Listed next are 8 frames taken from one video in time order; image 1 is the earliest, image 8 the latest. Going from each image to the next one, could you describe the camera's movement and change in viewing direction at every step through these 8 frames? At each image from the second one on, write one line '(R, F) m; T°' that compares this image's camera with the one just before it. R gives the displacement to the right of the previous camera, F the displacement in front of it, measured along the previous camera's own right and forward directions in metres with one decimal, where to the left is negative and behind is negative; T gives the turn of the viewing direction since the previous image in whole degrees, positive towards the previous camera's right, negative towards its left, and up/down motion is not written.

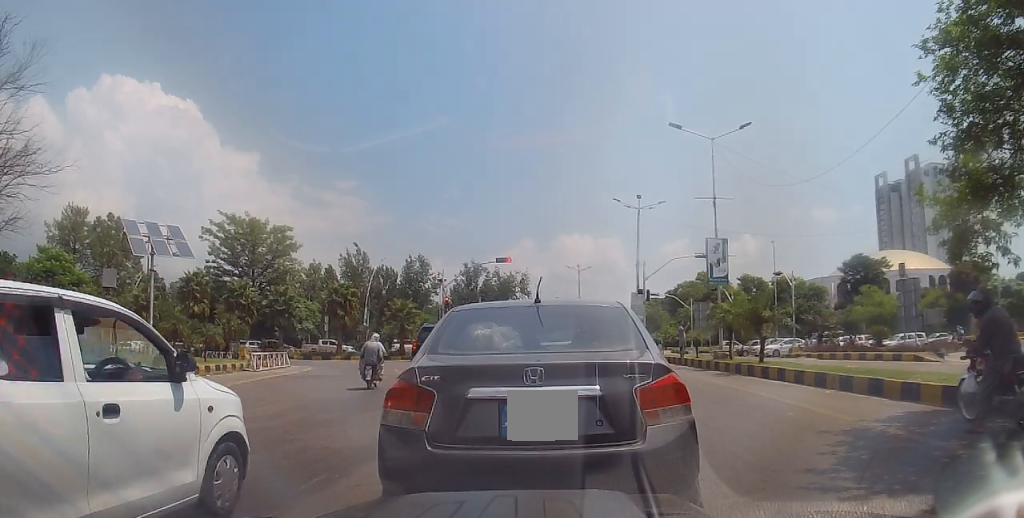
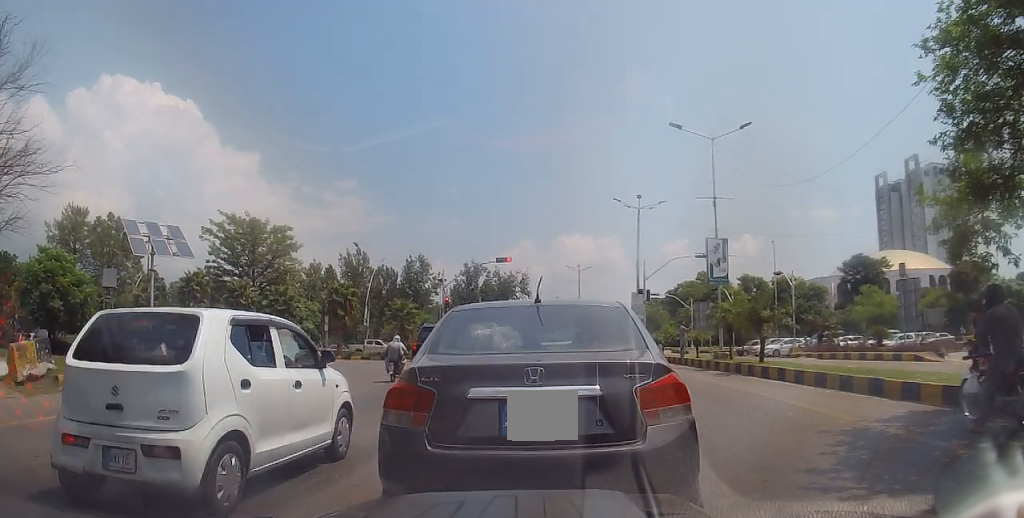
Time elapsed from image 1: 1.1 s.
(0.0, 0.0) m; 0°
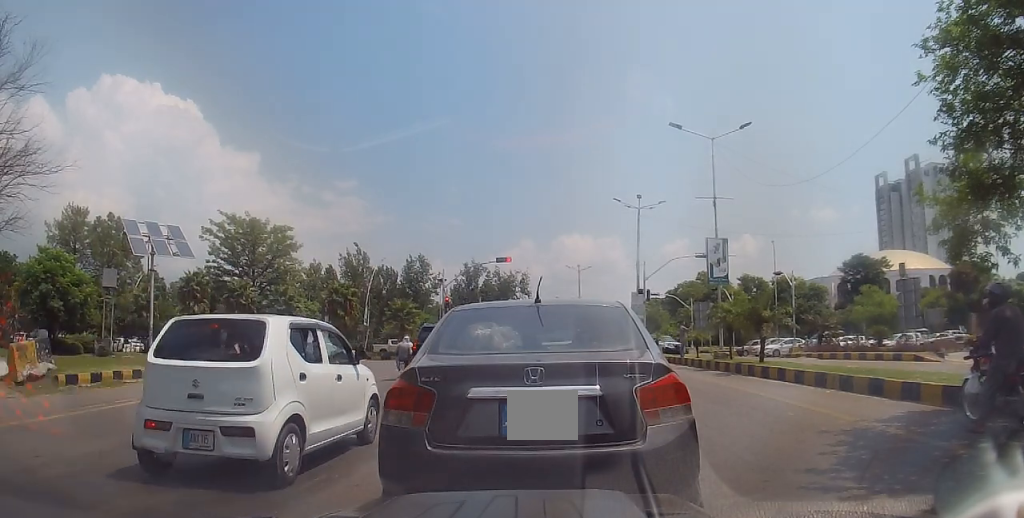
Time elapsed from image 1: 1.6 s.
(0.0, 0.0) m; 0°
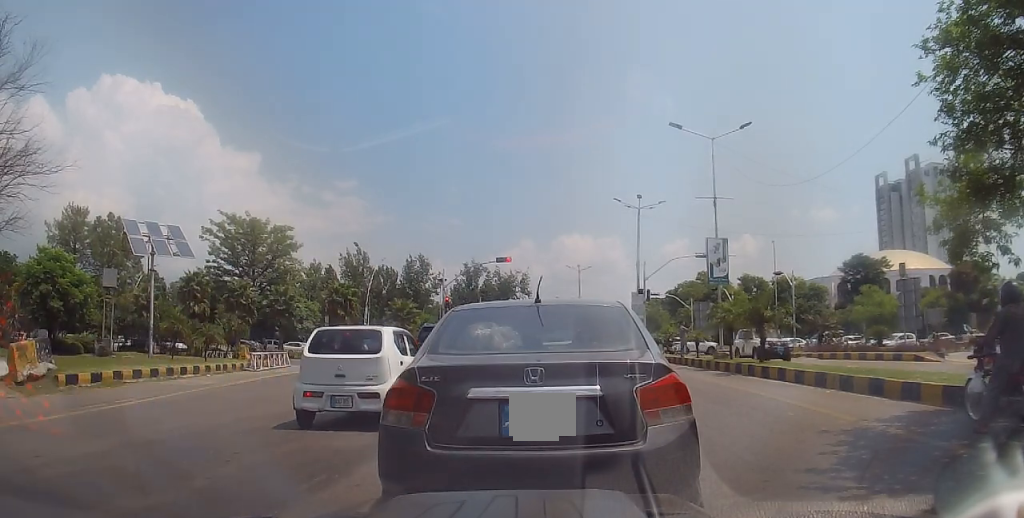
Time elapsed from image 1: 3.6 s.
(0.0, 0.0) m; 0°
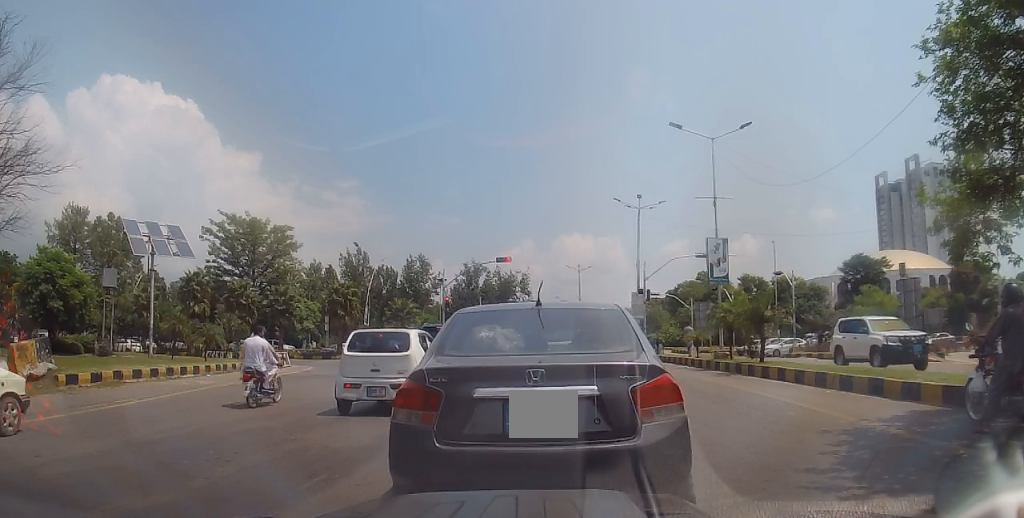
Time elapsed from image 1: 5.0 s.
(0.0, 0.0) m; 0°
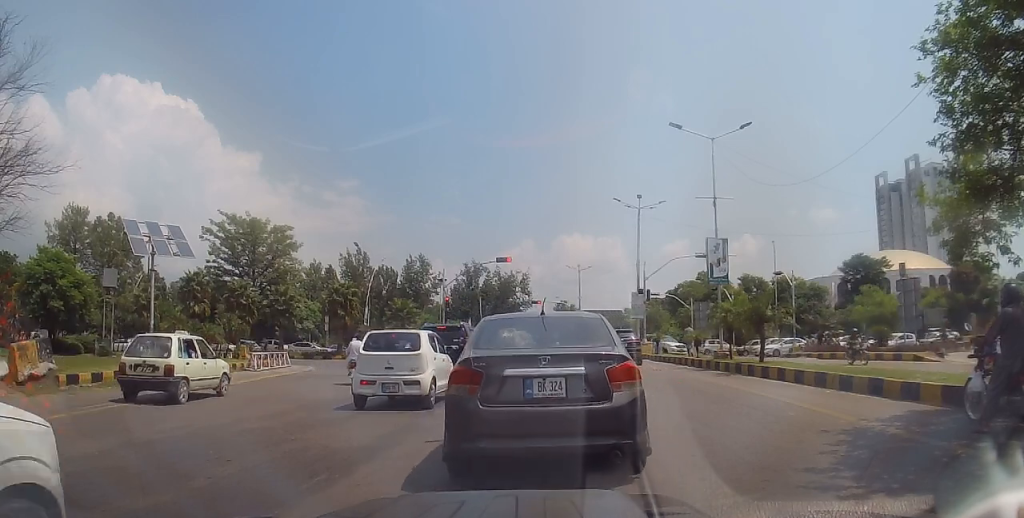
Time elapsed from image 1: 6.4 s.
(0.0, 0.0) m; 0°
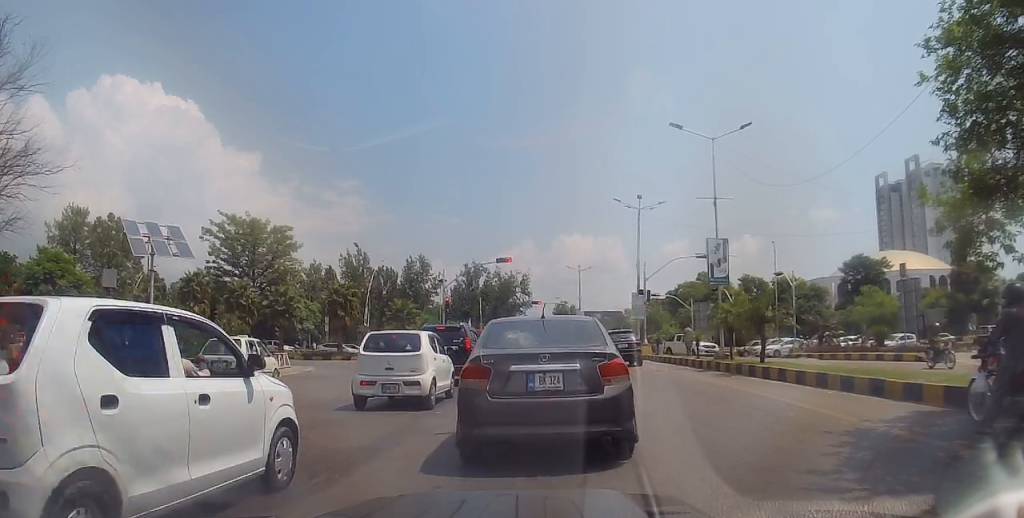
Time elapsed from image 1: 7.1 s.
(0.0, +0.3) m; 0°
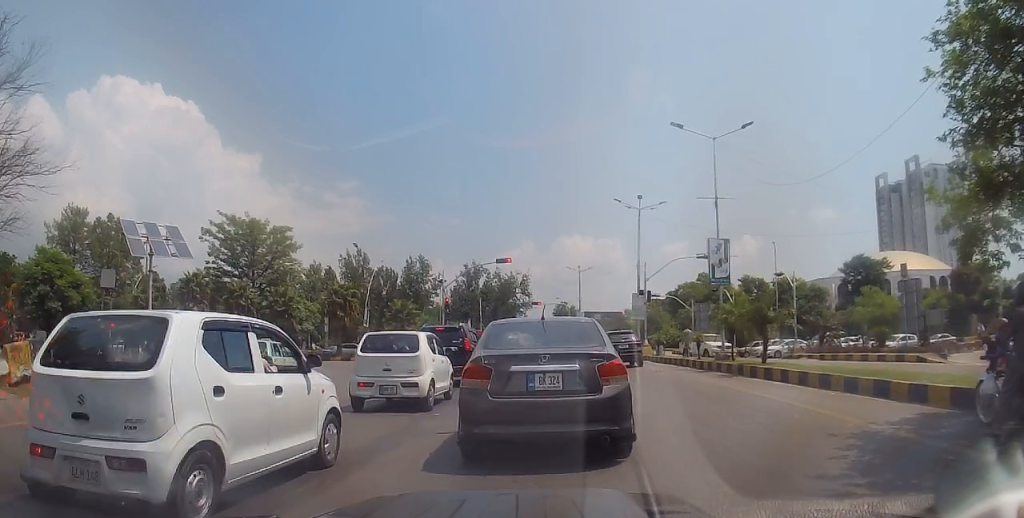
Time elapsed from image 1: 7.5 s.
(+0.1, +0.2) m; 0°
